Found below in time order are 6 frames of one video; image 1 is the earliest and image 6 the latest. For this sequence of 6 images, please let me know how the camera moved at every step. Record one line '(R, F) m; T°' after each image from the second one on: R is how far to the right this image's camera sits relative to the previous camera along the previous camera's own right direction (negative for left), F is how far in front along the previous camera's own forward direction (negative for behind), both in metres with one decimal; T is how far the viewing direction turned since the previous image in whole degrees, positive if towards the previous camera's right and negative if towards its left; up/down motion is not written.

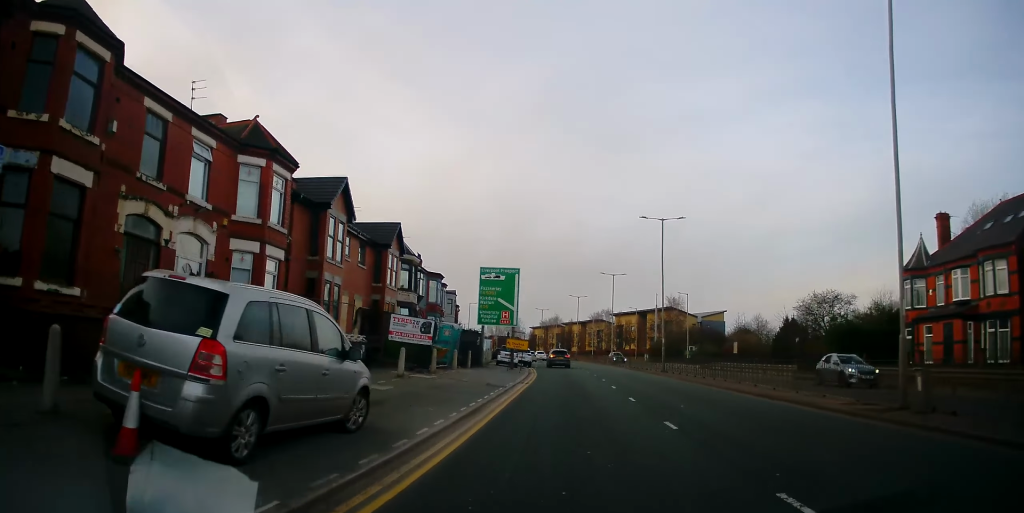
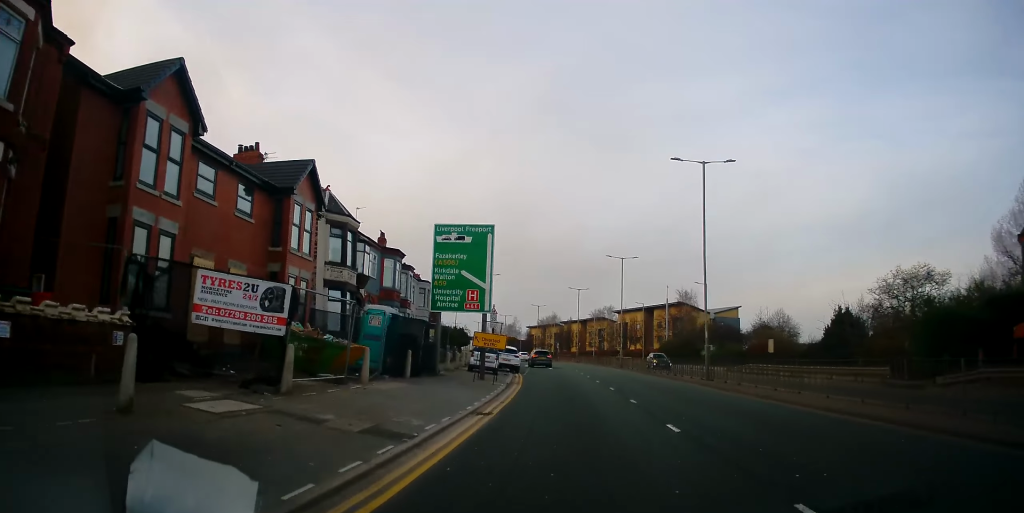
(+0.3, +12.5) m; 0°
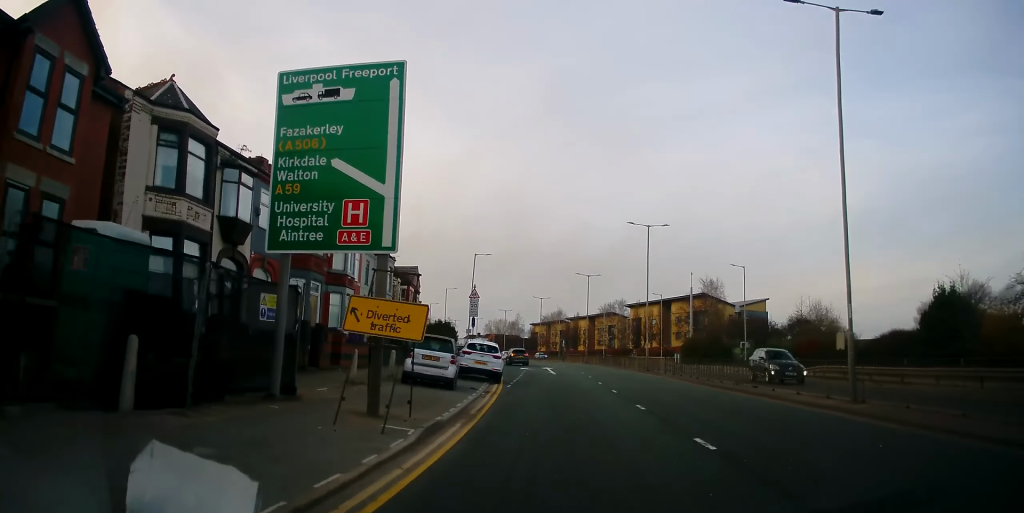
(-0.2, +13.9) m; 0°
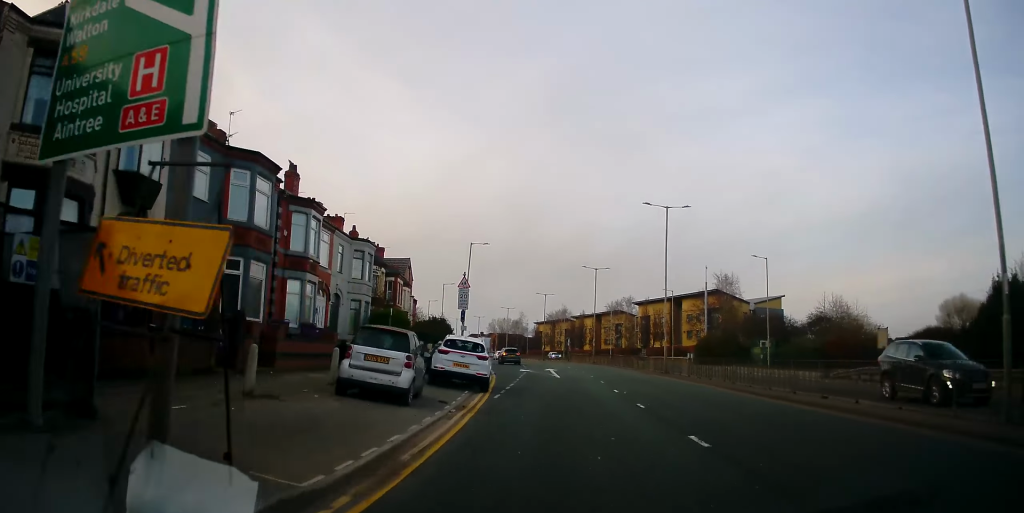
(+0.2, +5.6) m; 0°
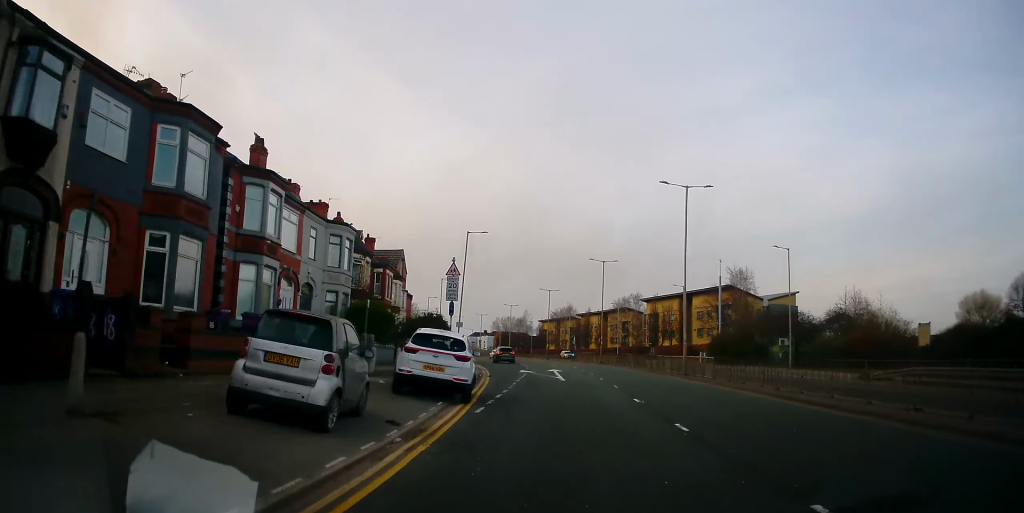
(-0.1, +4.5) m; -1°
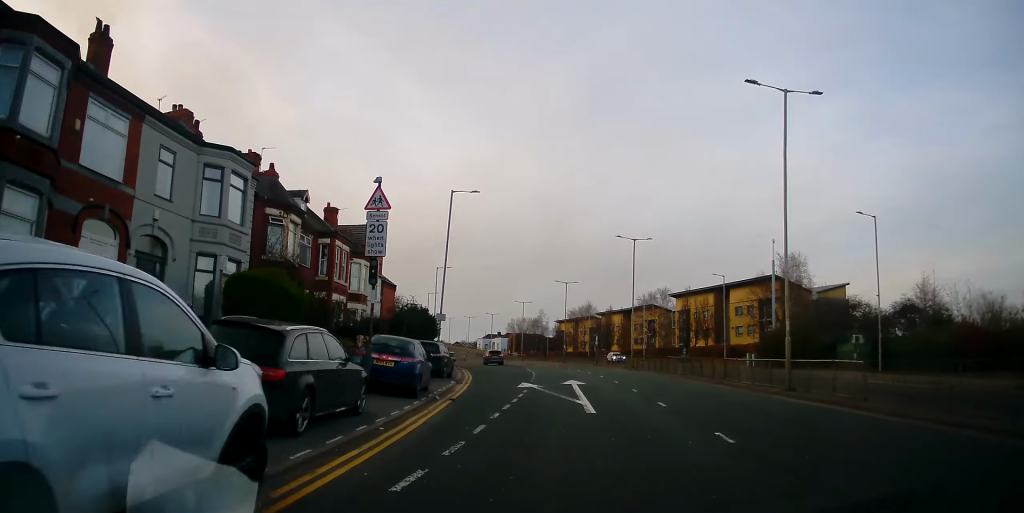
(-0.5, +13.0) m; -2°
